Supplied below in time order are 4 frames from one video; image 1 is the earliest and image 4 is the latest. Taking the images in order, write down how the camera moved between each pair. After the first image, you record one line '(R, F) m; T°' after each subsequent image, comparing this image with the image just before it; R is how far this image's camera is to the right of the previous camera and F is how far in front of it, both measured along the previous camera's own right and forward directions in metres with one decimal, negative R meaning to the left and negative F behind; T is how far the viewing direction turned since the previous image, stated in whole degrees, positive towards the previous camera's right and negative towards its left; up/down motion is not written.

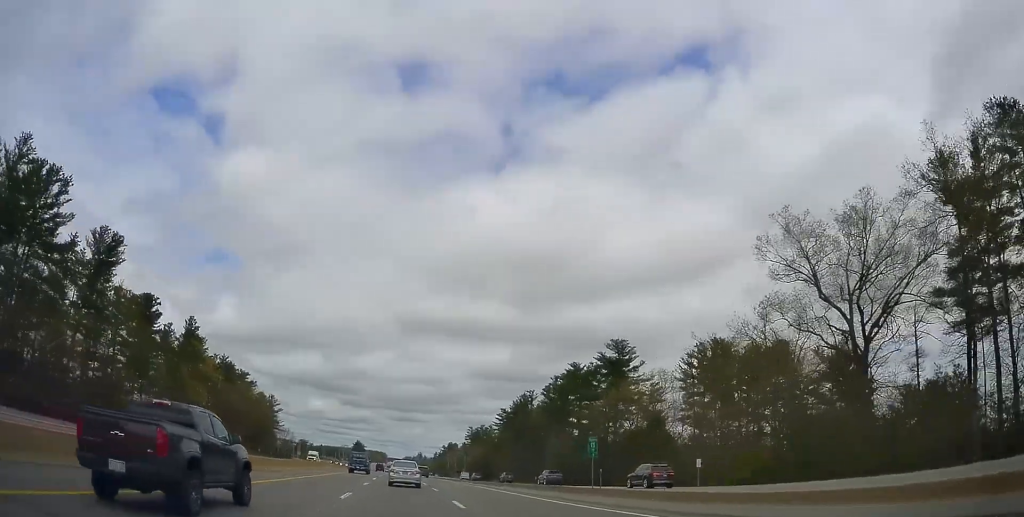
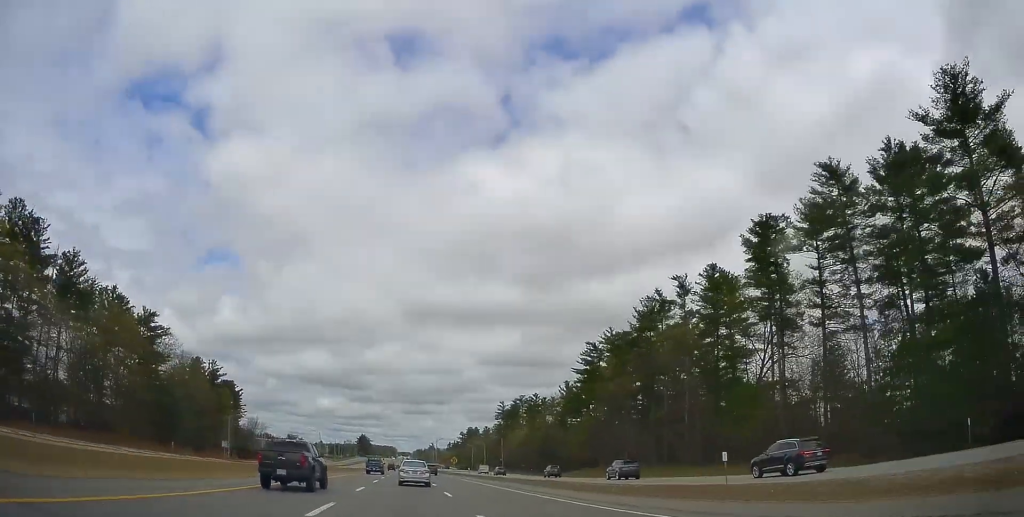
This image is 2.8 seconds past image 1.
(-2.7, +81.1) m; -3°
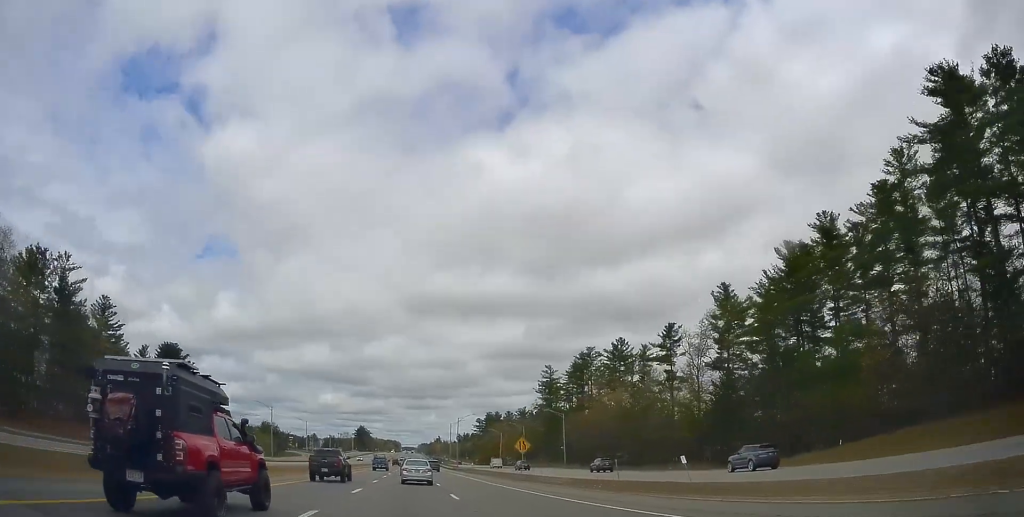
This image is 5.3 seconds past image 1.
(-1.8, +75.2) m; -1°
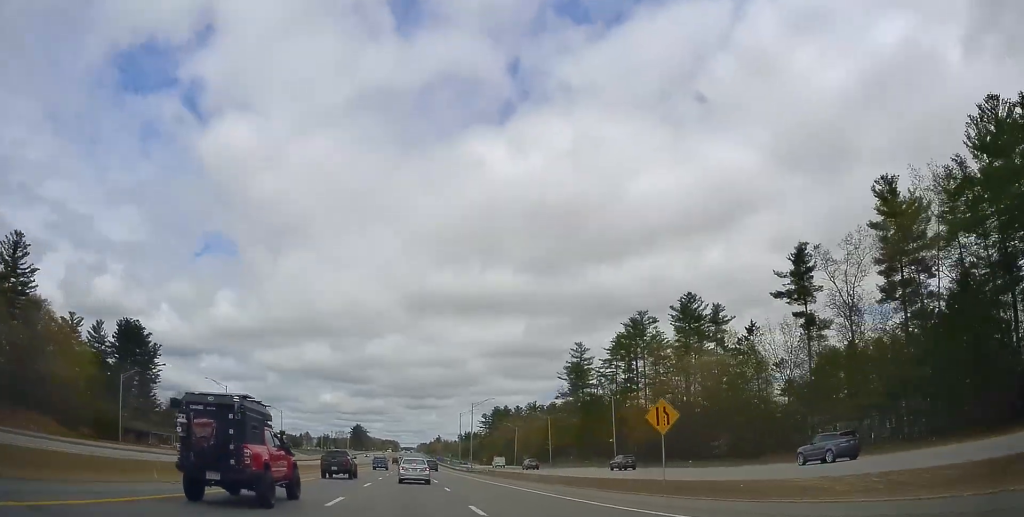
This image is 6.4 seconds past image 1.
(+0.1, +31.2) m; -1°
